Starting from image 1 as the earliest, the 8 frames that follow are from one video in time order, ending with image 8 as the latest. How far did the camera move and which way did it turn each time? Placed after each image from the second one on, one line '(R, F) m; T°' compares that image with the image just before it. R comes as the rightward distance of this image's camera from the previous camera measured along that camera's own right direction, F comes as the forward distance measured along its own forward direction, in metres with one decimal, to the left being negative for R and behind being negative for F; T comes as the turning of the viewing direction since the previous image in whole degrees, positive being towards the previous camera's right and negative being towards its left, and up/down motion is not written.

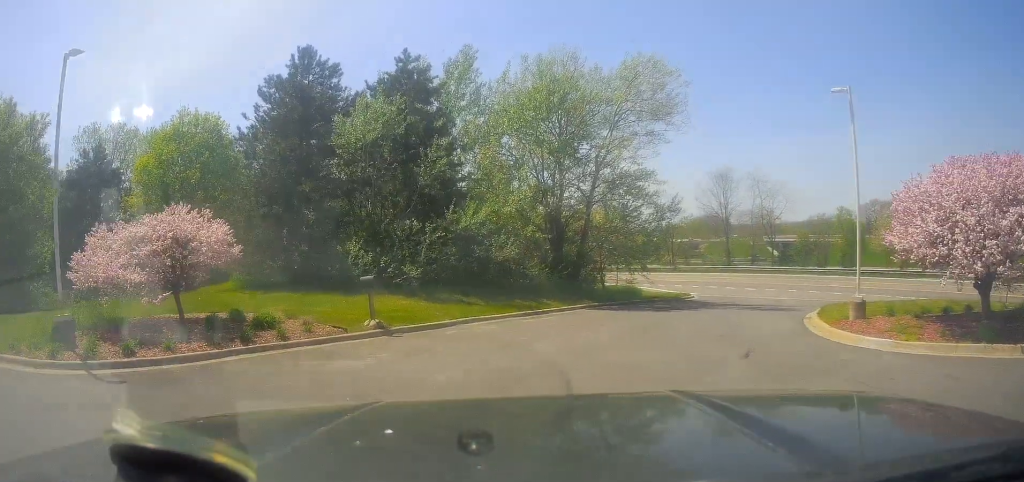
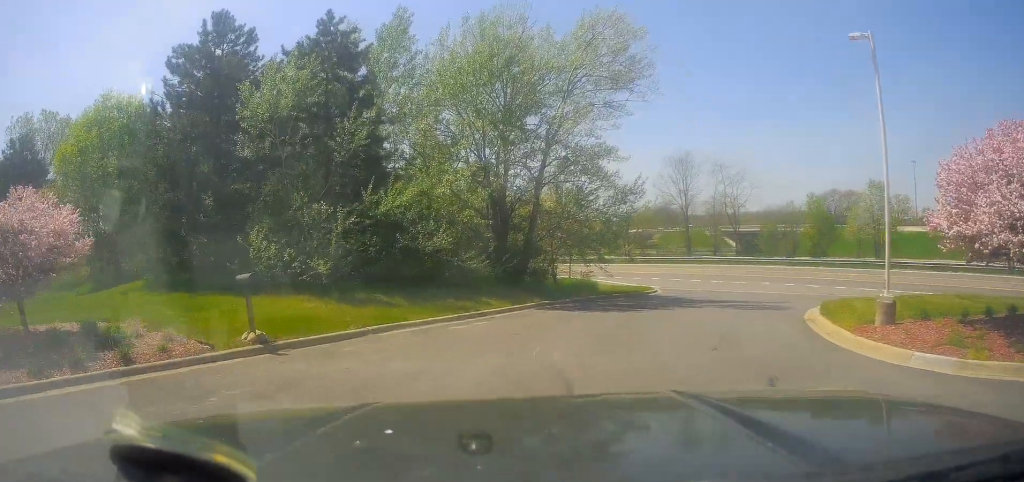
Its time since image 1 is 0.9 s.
(+0.1, +3.8) m; +1°
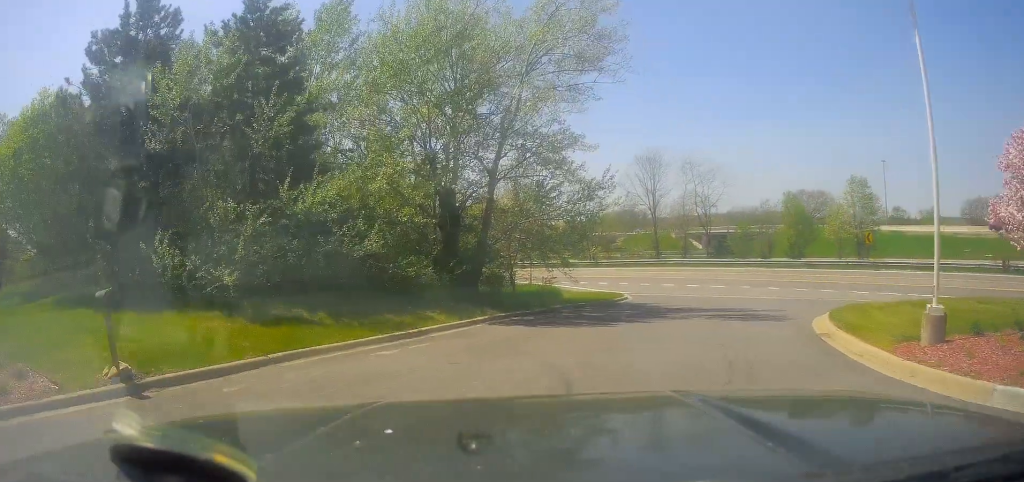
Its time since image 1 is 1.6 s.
(0.0, +2.9) m; +2°
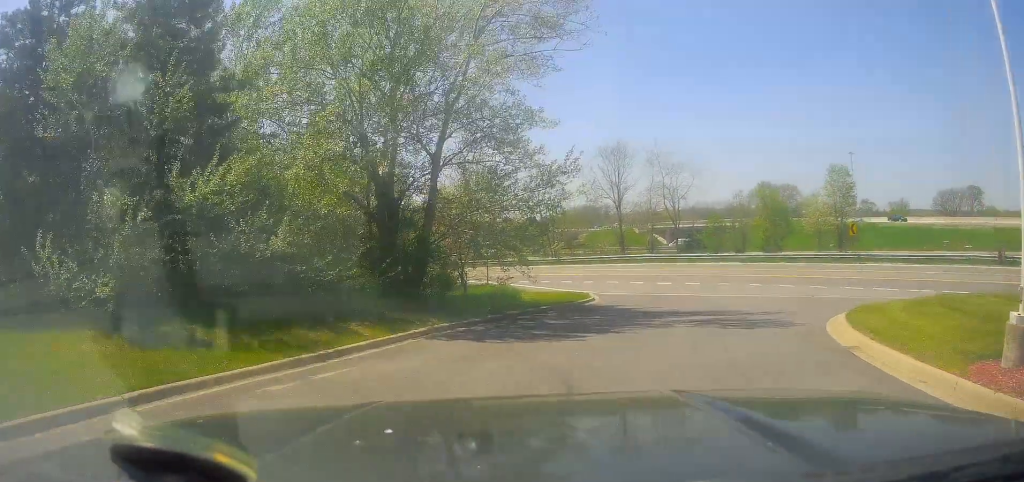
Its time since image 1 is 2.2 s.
(0.0, +2.9) m; +3°
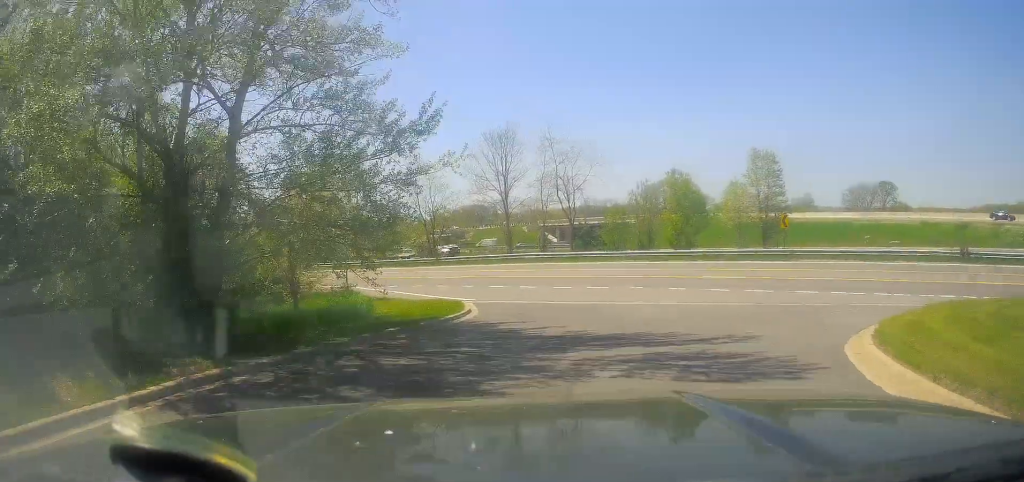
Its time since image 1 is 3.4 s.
(+0.5, +5.9) m; +8°
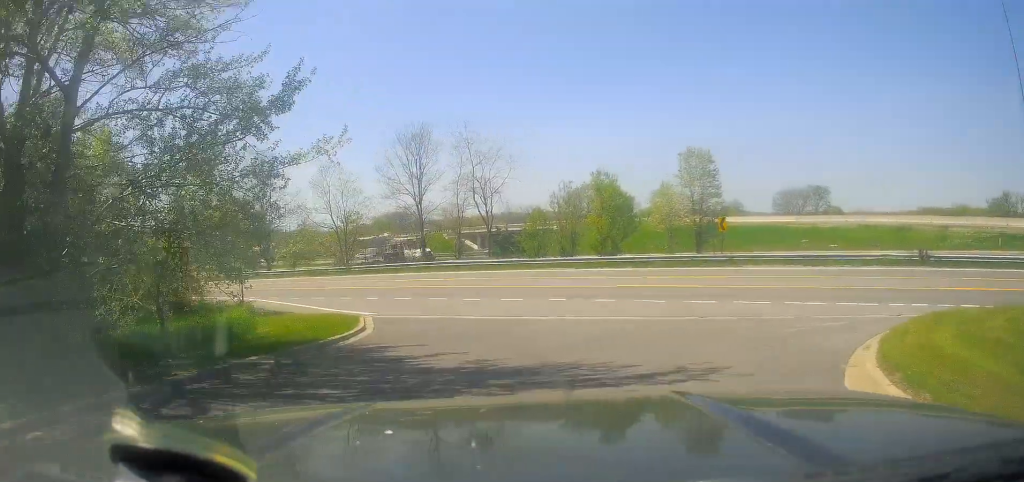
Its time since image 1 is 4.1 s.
(+0.2, +3.3) m; +2°
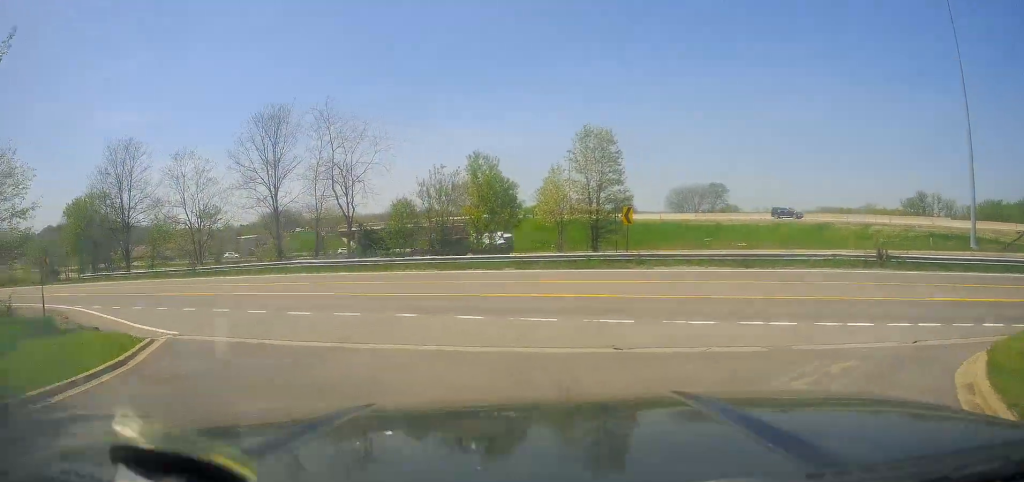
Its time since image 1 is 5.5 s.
(+0.6, +6.6) m; +14°
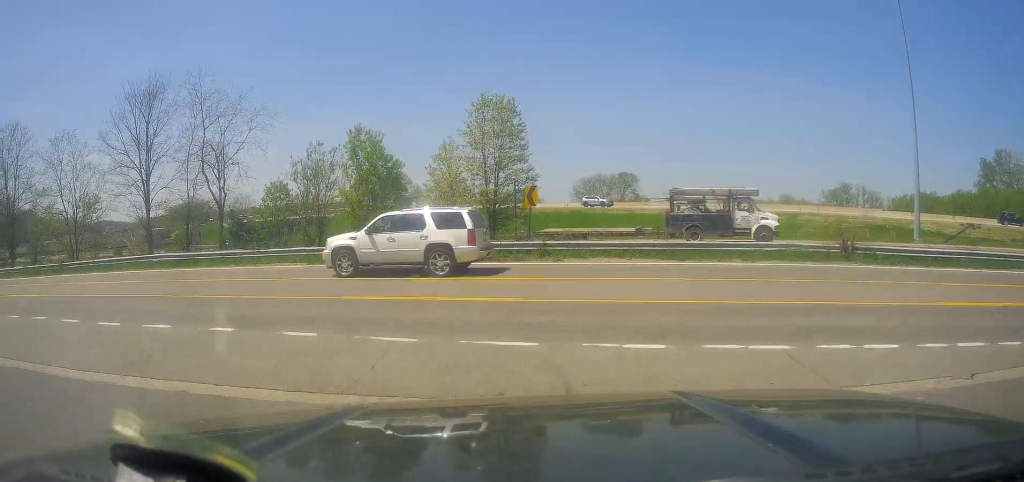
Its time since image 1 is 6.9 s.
(+0.4, +5.4) m; +4°
